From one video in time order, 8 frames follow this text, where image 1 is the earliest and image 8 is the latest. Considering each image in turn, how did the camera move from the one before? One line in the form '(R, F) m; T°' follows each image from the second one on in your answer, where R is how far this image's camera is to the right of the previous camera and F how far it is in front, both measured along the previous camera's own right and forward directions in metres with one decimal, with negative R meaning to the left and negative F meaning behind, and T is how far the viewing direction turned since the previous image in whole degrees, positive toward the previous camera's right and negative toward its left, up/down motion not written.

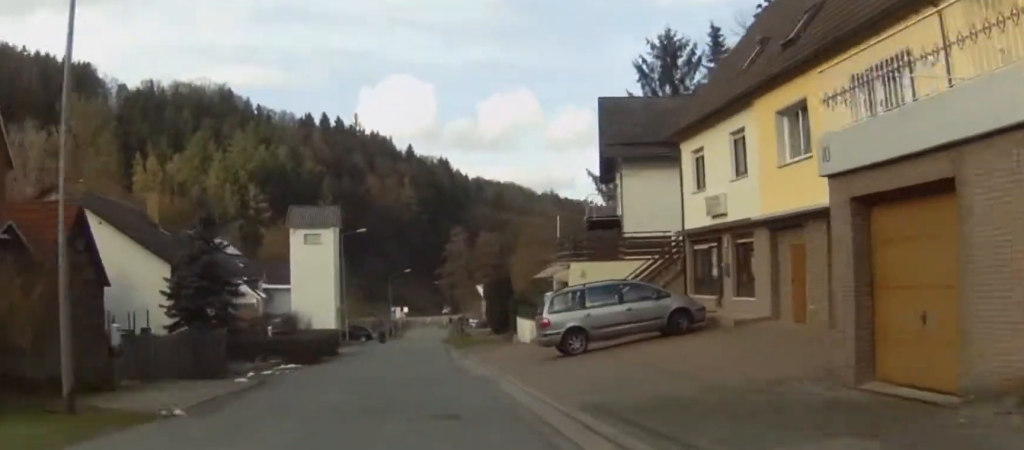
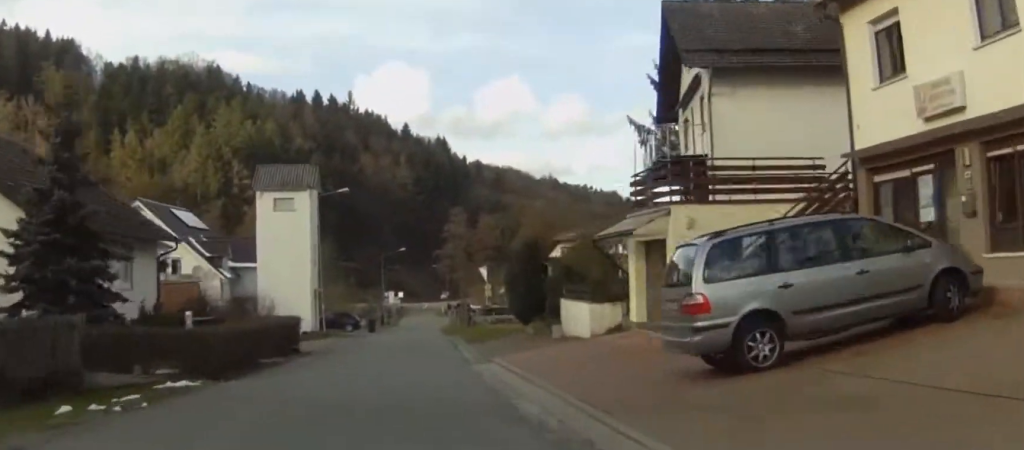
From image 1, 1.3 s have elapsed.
(+0.1, +13.0) m; +1°
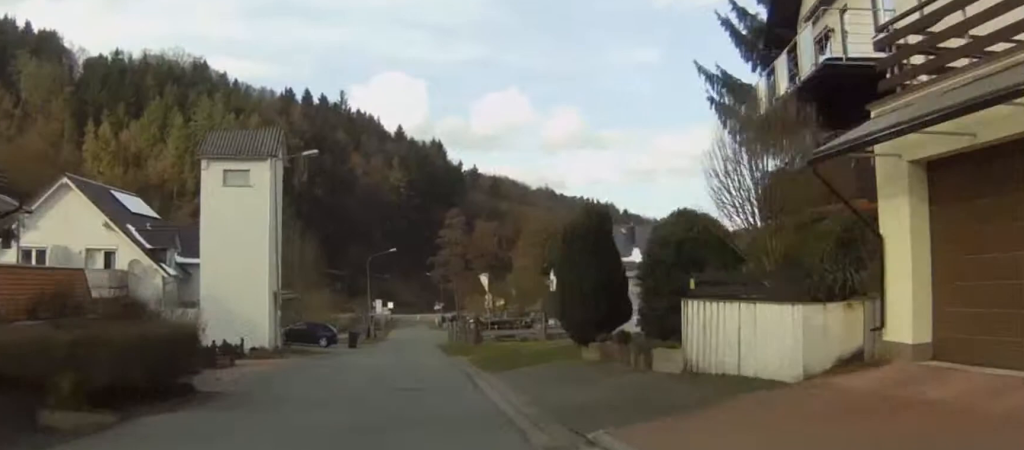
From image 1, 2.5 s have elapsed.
(-0.1, +12.9) m; +1°
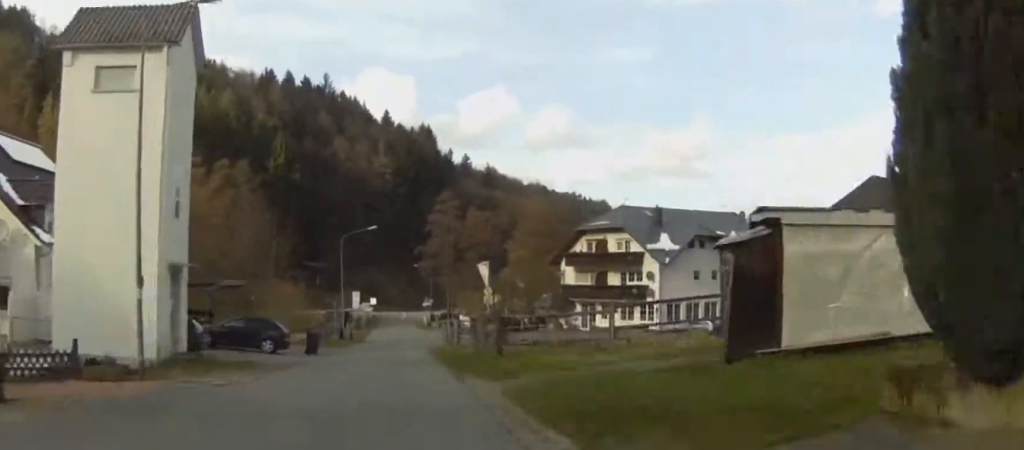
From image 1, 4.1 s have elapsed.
(+0.2, +15.9) m; 0°
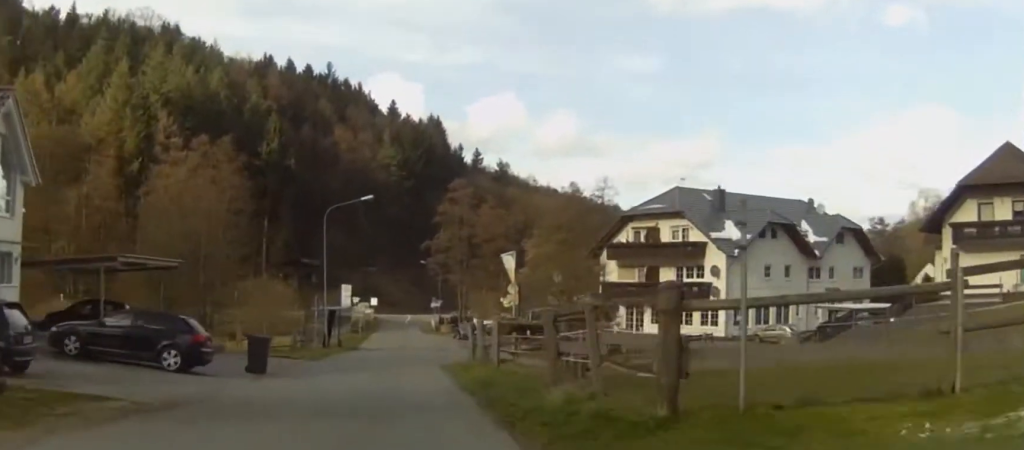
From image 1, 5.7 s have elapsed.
(0.0, +15.3) m; 0°
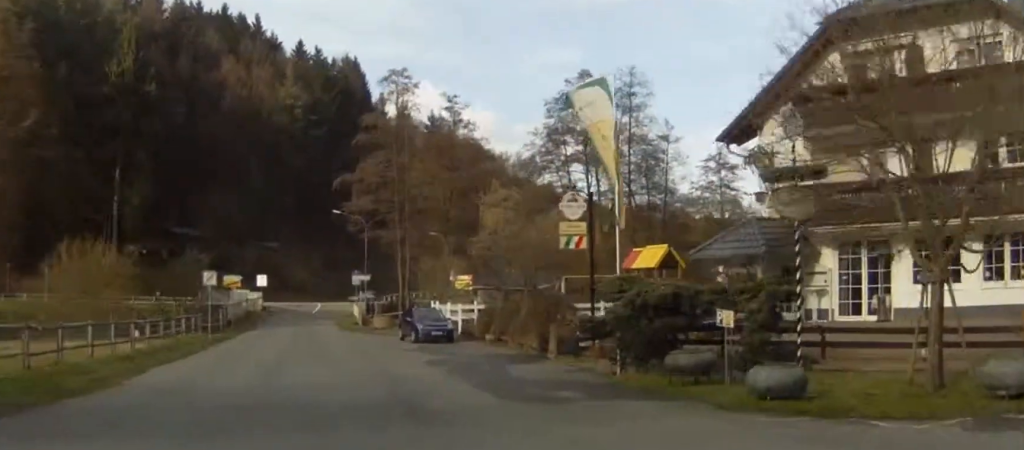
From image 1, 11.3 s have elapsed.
(+1.1, +45.4) m; +1°
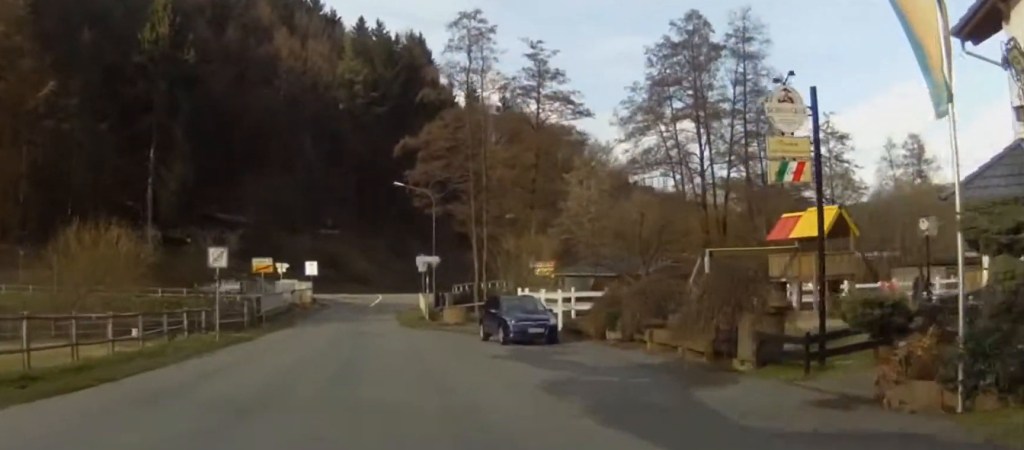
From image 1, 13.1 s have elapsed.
(-0.5, +13.1) m; -4°
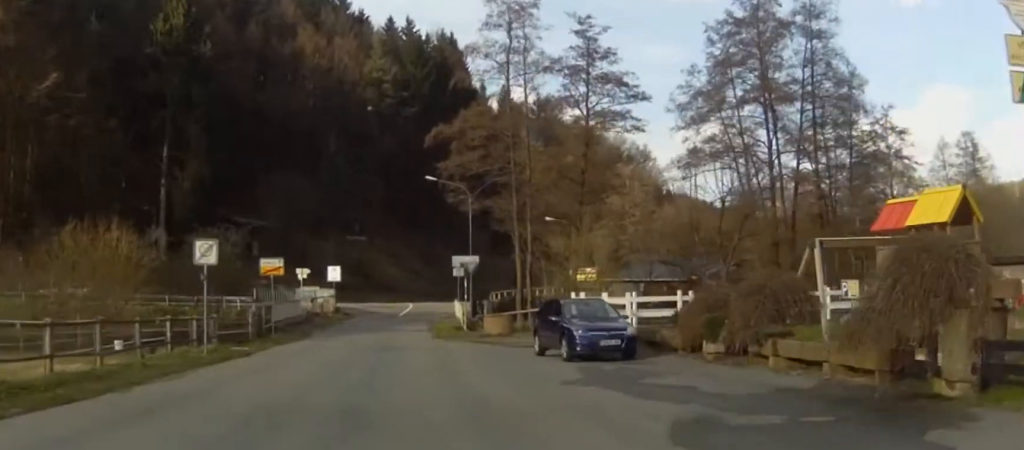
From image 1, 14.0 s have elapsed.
(-0.2, +6.8) m; -1°
